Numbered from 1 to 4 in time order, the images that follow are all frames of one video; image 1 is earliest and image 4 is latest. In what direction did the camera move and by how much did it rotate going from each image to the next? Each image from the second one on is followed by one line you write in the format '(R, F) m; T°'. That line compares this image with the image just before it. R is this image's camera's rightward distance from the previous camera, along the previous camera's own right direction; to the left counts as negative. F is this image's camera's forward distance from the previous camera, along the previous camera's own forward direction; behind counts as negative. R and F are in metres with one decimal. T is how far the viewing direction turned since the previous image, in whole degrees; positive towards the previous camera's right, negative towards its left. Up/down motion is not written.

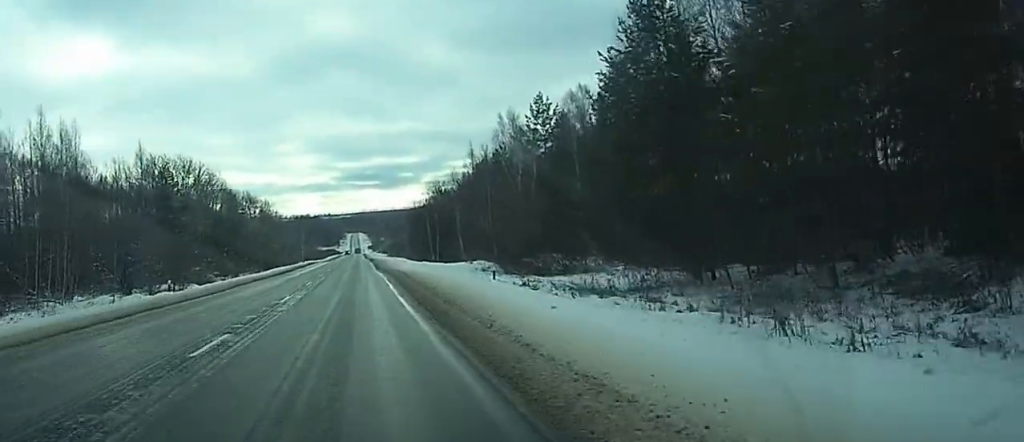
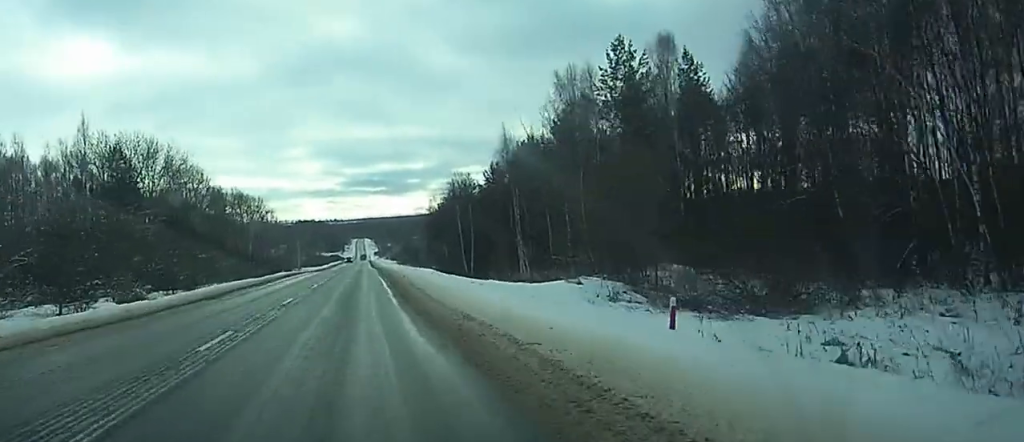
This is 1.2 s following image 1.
(-0.1, +30.2) m; 0°
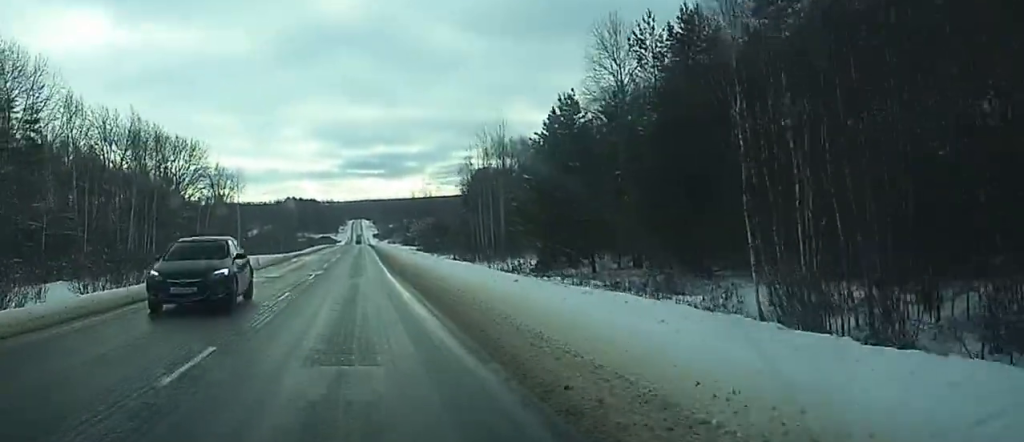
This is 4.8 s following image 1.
(+2.8, +99.2) m; -1°
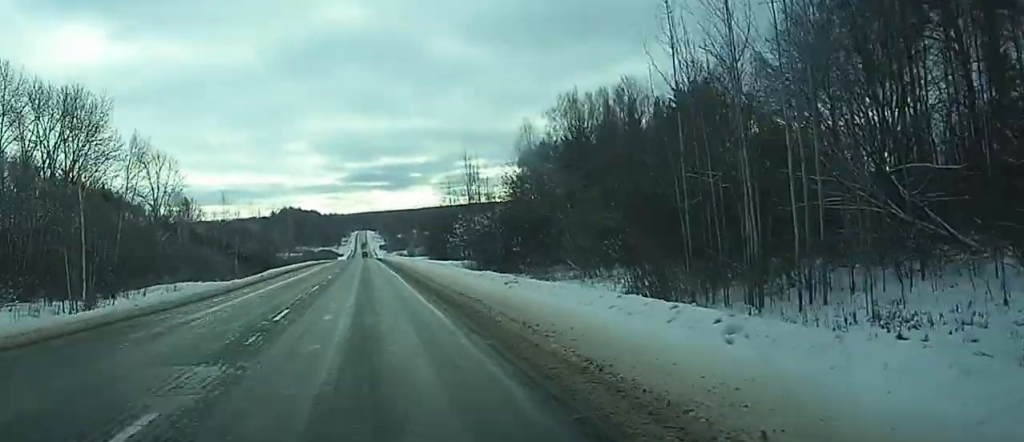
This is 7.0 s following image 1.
(-1.4, +69.6) m; +1°
